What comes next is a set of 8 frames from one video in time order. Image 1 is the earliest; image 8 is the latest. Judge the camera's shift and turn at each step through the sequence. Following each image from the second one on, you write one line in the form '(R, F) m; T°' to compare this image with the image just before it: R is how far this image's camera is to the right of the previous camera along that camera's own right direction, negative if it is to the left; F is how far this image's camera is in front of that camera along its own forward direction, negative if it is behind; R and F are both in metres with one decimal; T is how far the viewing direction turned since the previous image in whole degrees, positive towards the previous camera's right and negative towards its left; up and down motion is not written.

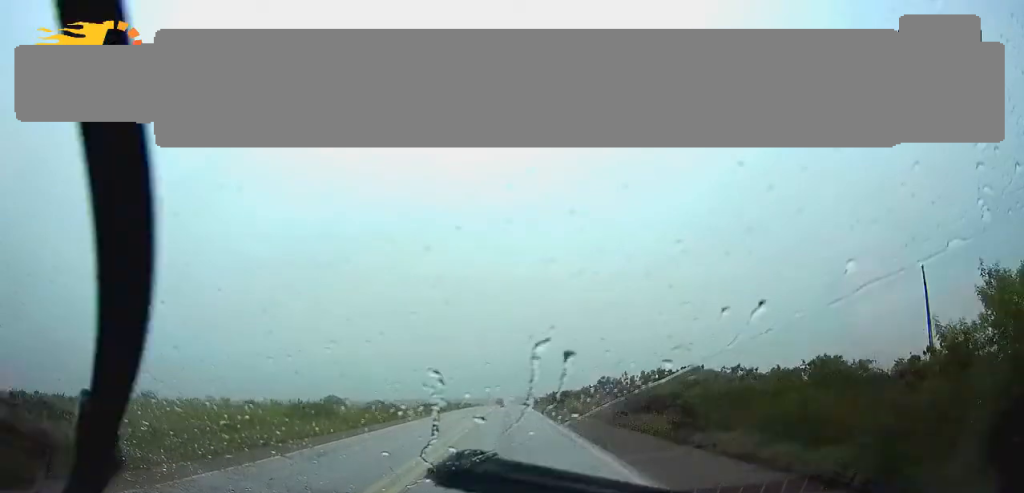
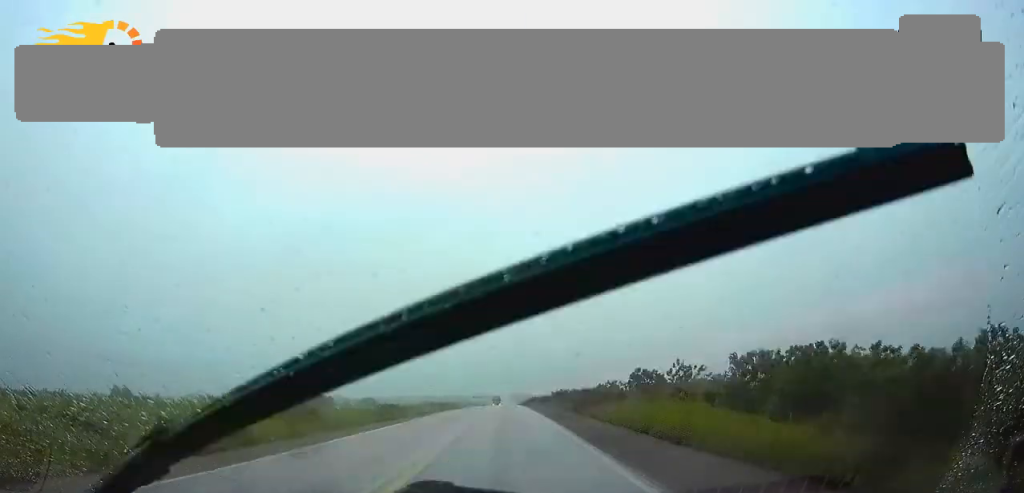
(+0.1, +19.8) m; 0°
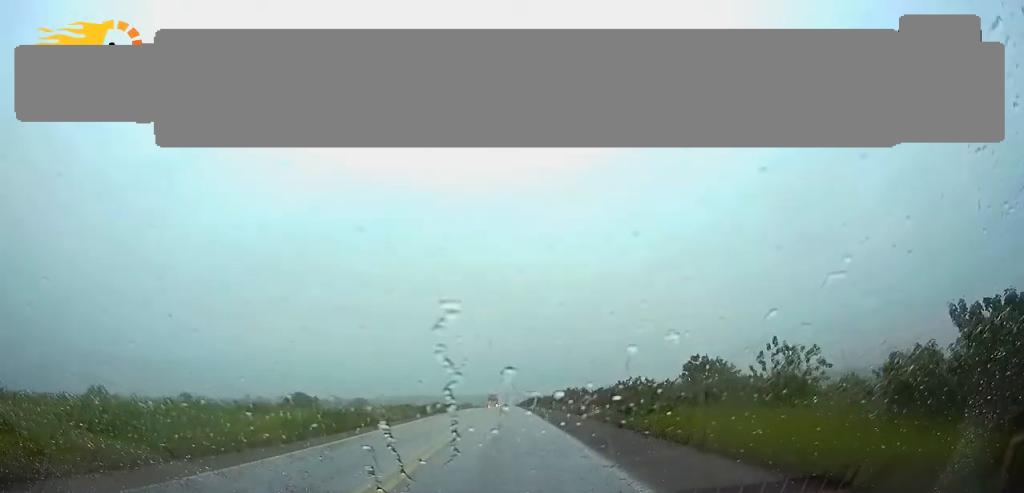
(0.0, +16.3) m; 0°
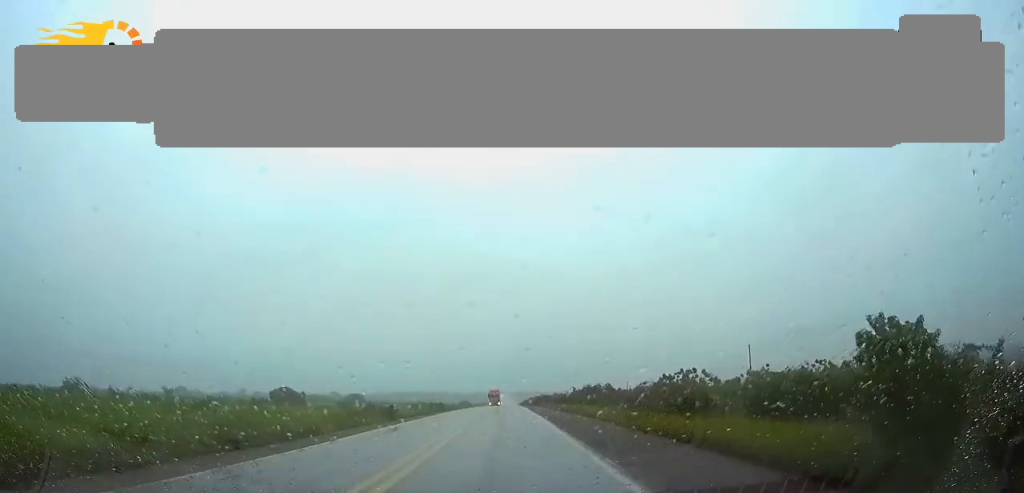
(0.0, +18.1) m; 0°
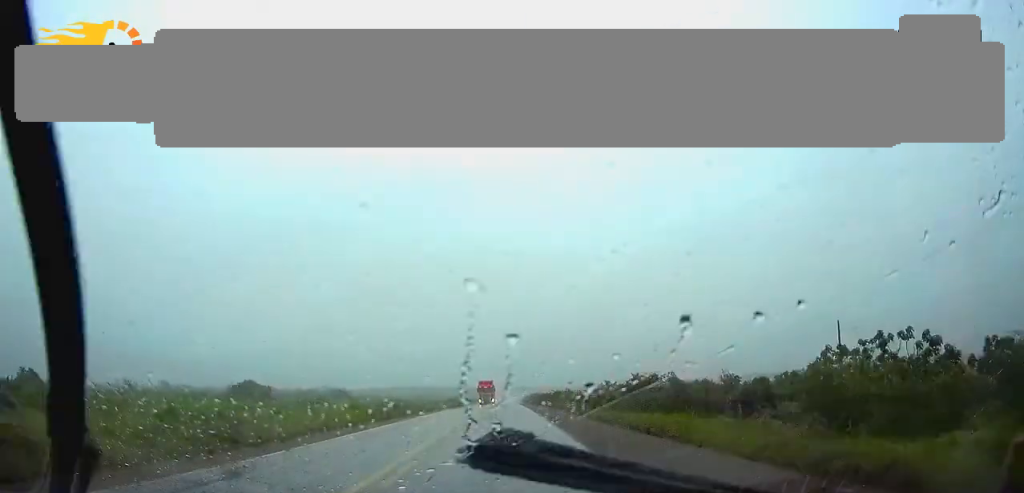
(0.0, +27.0) m; 0°
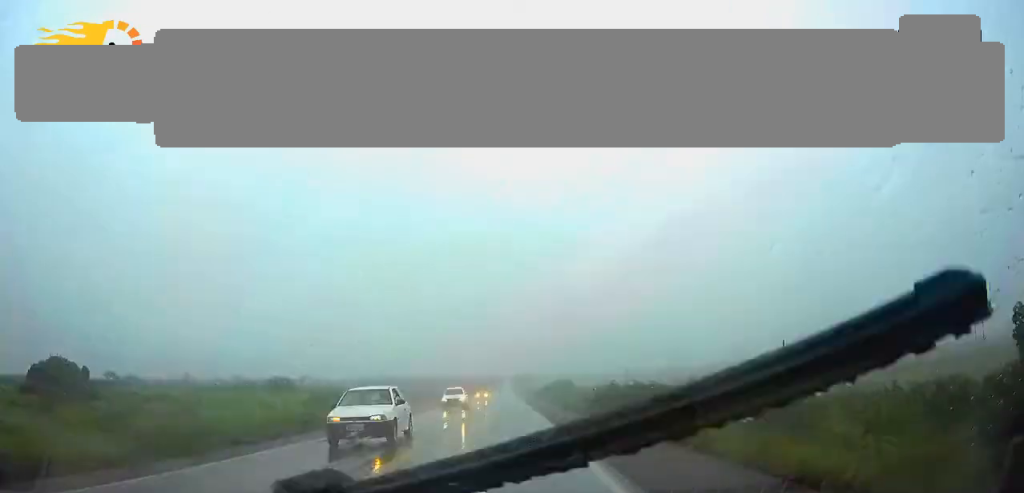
(-0.1, +82.5) m; 0°
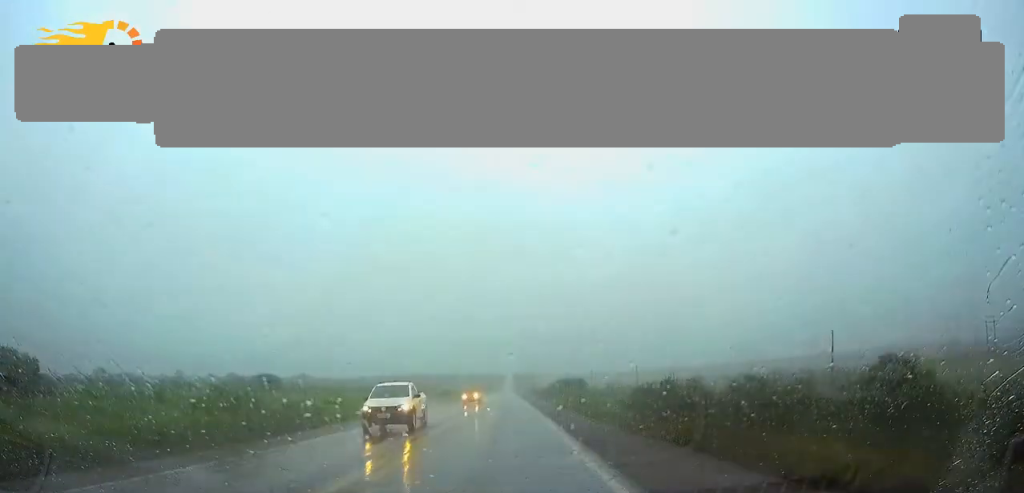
(0.0, +13.1) m; 0°
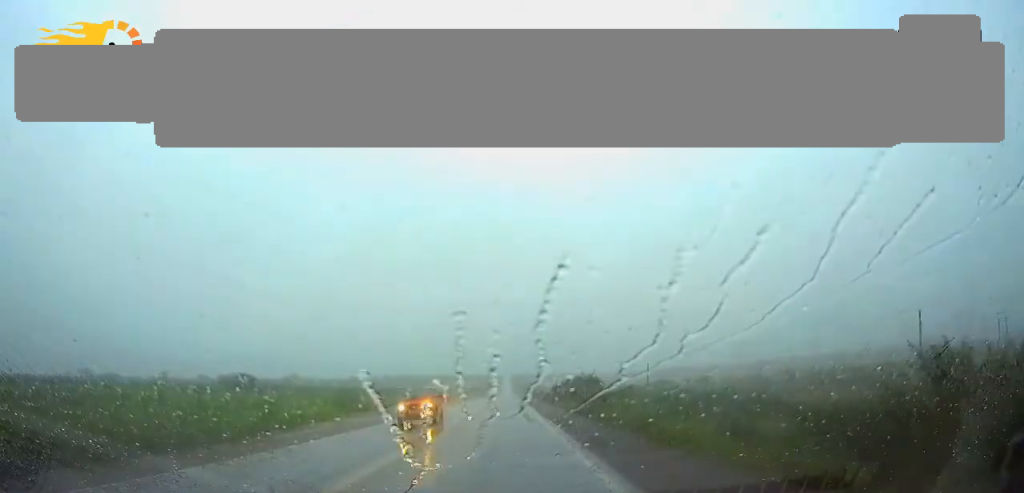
(0.0, +17.3) m; 0°
